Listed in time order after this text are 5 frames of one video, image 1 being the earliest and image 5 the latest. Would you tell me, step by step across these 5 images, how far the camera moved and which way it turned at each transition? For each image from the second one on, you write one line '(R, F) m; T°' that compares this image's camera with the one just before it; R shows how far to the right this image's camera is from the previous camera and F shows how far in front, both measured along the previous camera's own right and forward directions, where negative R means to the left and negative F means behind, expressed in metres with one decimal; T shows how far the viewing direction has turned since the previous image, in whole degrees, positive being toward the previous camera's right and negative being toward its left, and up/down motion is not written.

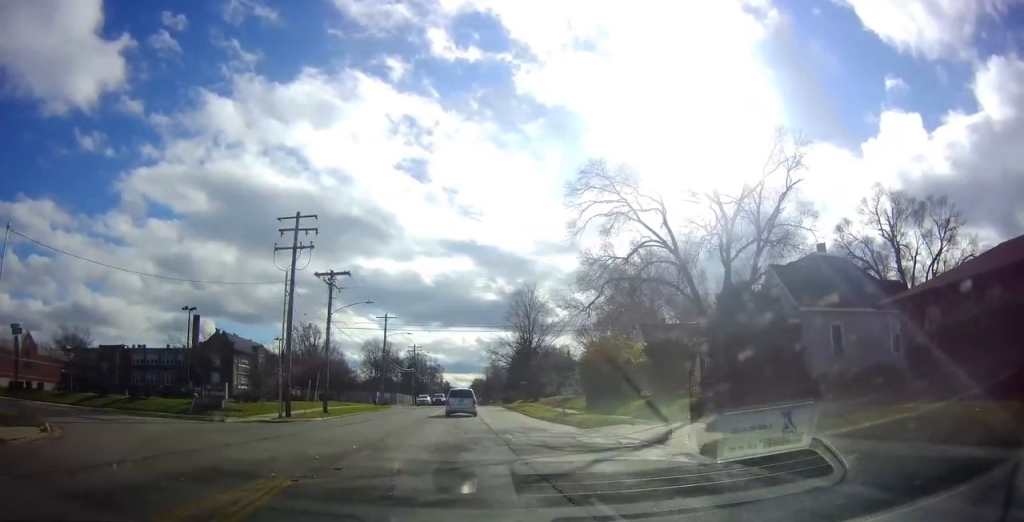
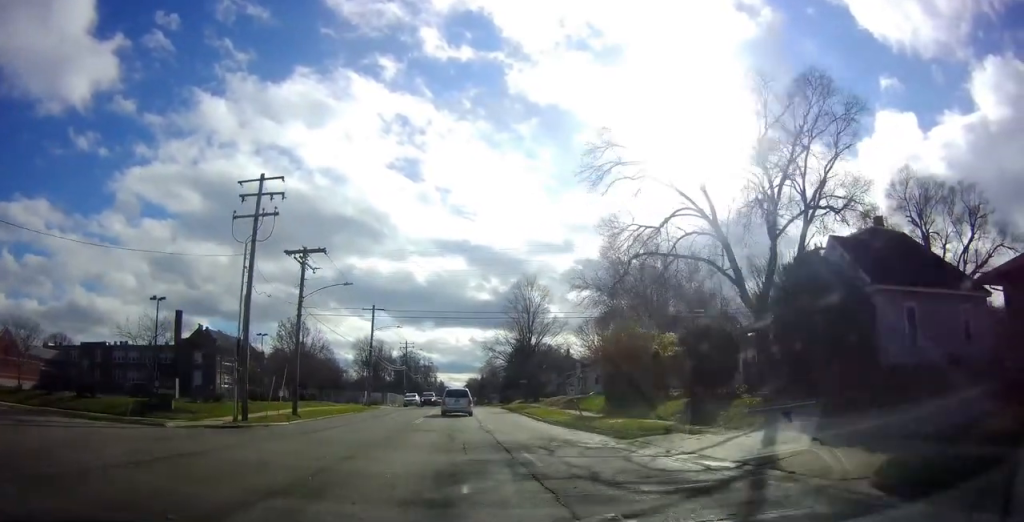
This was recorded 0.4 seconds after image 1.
(-0.1, +6.0) m; -2°
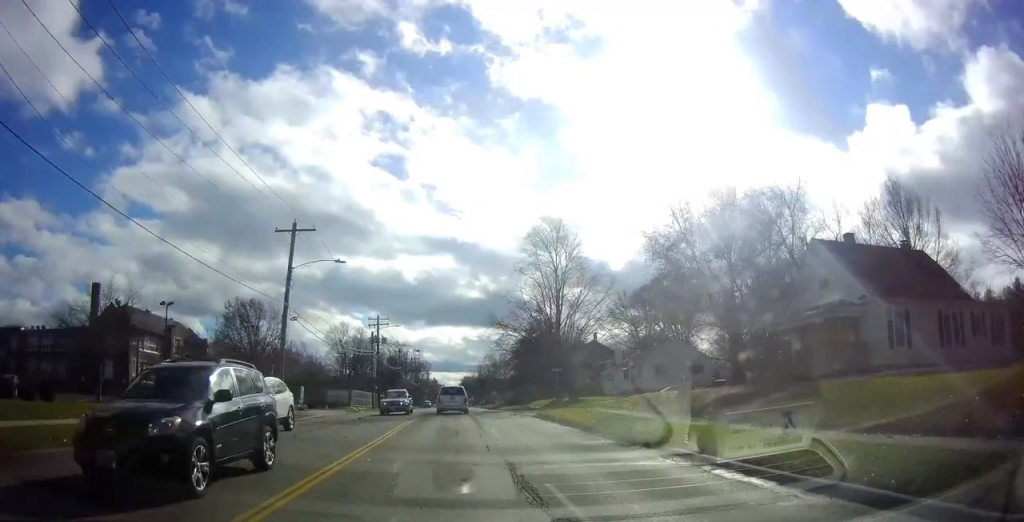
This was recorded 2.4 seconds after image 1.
(-0.3, +27.3) m; +2°
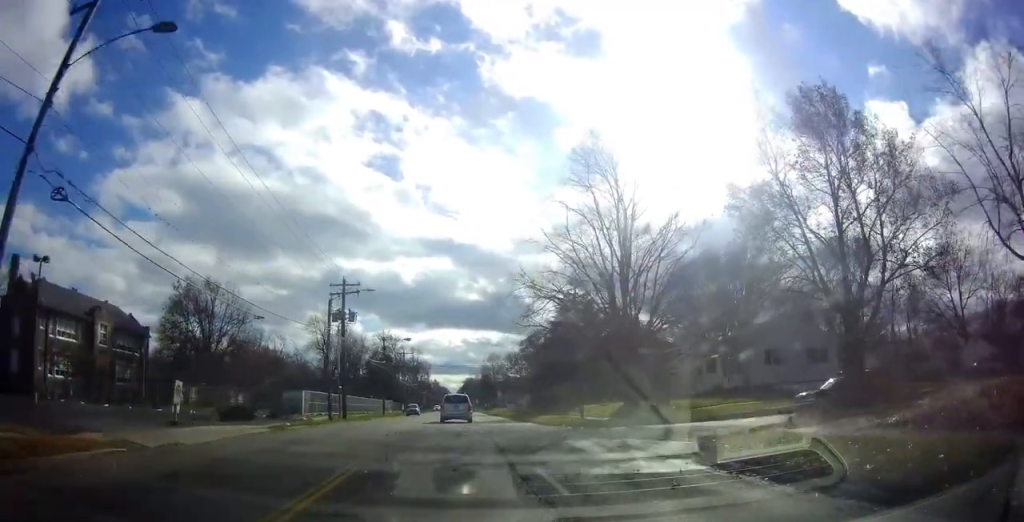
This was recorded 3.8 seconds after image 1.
(+0.7, +21.8) m; +2°
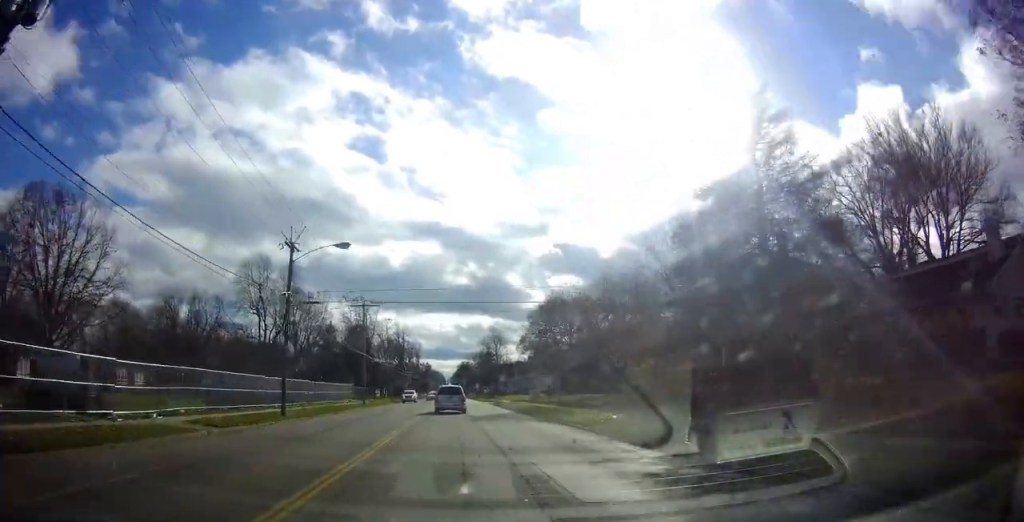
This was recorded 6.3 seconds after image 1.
(-1.6, +37.5) m; -2°
